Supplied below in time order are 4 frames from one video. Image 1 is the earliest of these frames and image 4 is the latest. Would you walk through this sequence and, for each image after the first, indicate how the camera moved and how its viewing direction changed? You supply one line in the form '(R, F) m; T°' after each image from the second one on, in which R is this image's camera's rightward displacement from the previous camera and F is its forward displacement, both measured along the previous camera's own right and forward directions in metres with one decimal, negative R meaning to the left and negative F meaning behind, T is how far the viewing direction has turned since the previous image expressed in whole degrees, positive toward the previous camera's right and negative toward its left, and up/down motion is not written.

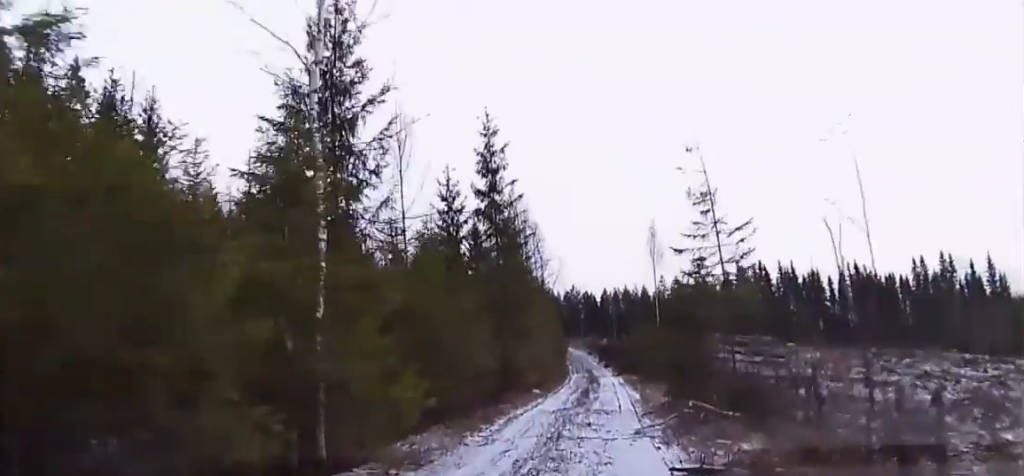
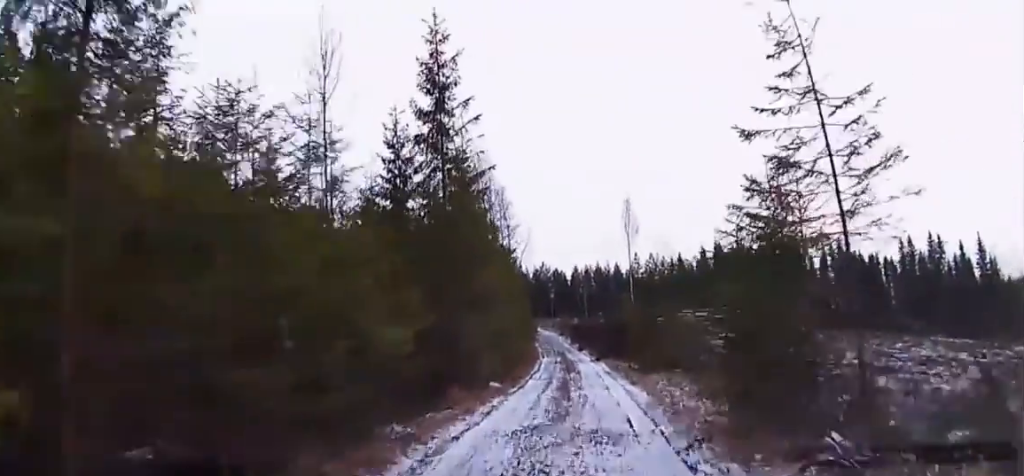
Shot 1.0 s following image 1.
(-0.2, +7.6) m; +1°
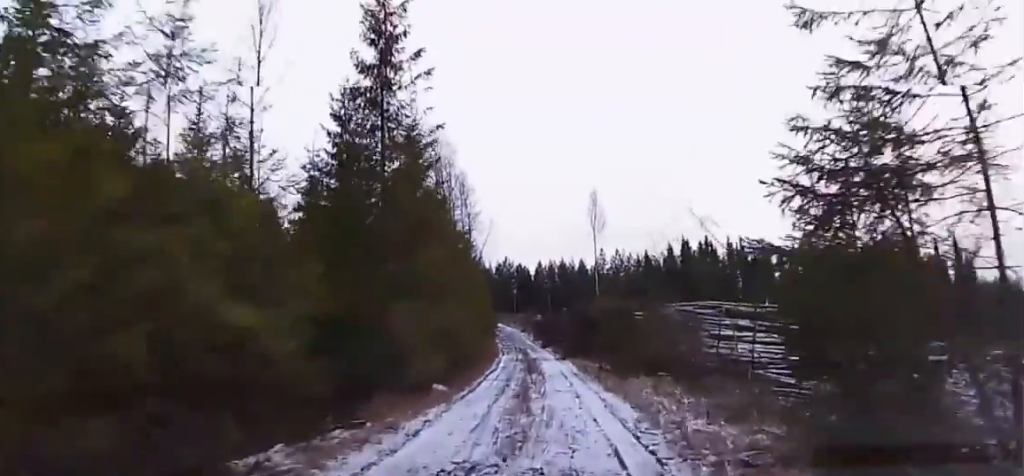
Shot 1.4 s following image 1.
(+0.1, +3.3) m; +2°
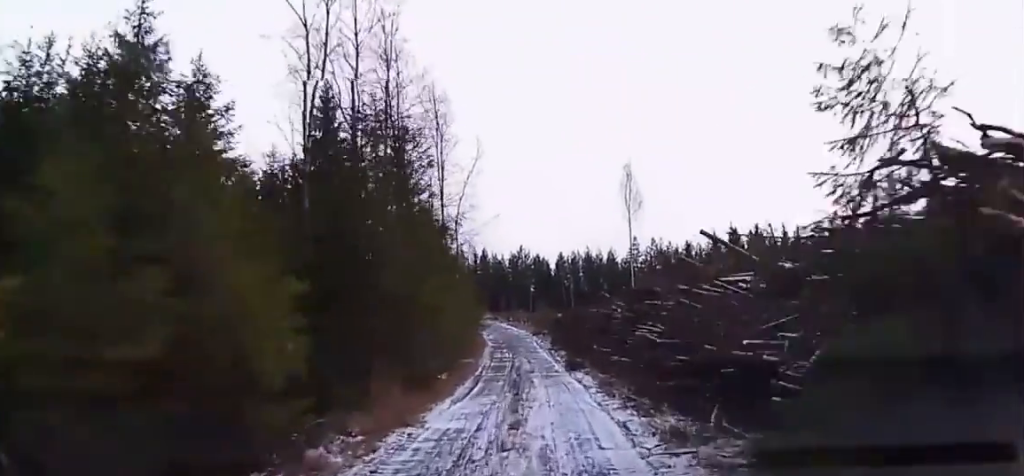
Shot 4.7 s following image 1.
(-0.2, +27.3) m; -3°
